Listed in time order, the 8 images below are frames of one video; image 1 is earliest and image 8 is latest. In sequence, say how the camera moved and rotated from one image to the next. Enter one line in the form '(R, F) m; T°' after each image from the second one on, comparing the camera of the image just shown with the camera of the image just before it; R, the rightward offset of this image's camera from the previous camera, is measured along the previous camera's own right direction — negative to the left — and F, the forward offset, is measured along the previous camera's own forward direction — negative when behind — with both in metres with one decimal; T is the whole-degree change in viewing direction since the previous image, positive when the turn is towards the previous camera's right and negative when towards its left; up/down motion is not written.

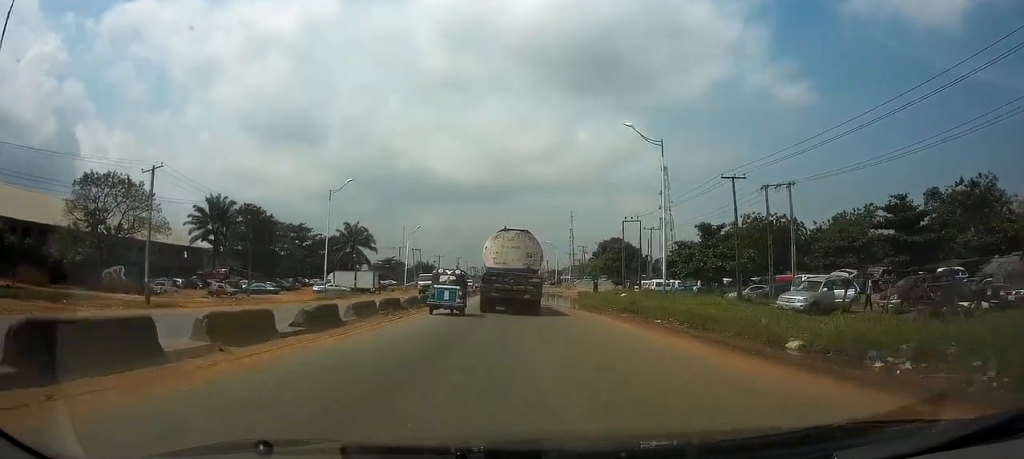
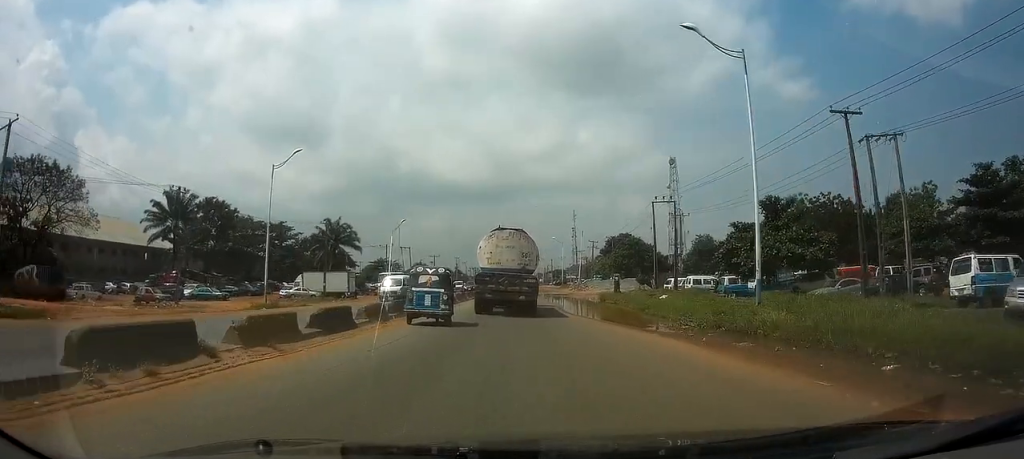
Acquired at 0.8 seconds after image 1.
(0.0, +13.8) m; 0°
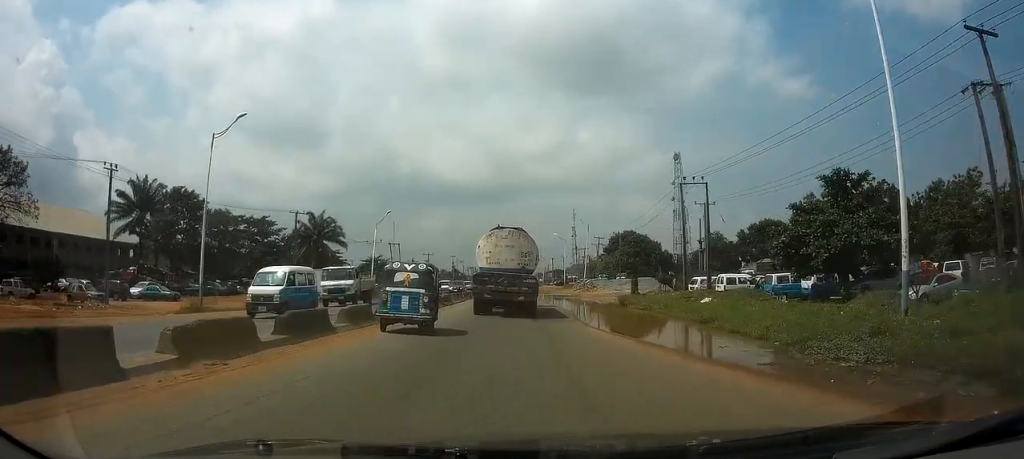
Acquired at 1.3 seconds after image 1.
(0.0, +8.9) m; 0°
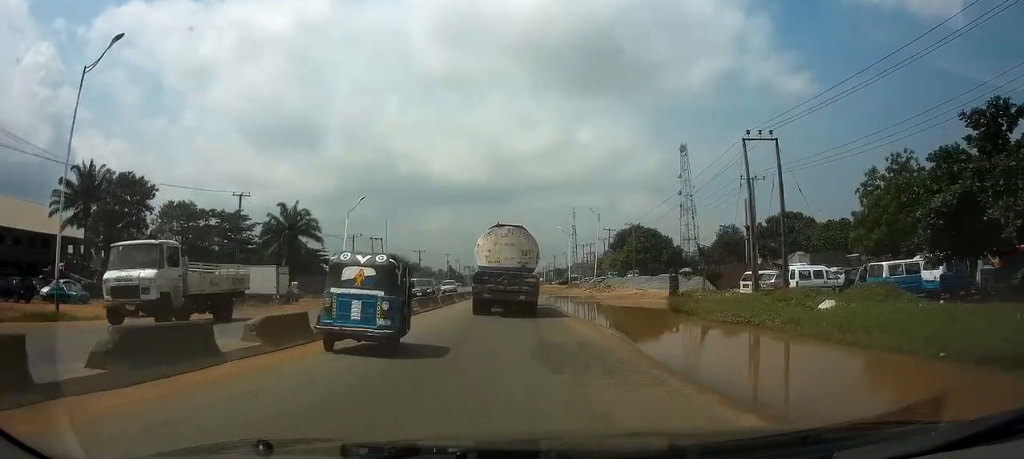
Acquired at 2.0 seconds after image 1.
(0.0, +12.2) m; 0°
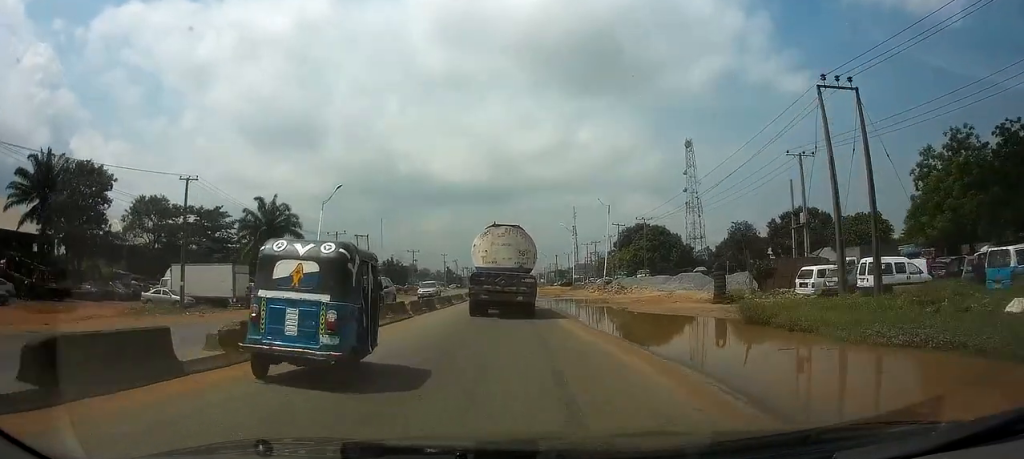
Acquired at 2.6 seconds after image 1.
(0.0, +8.7) m; 0°
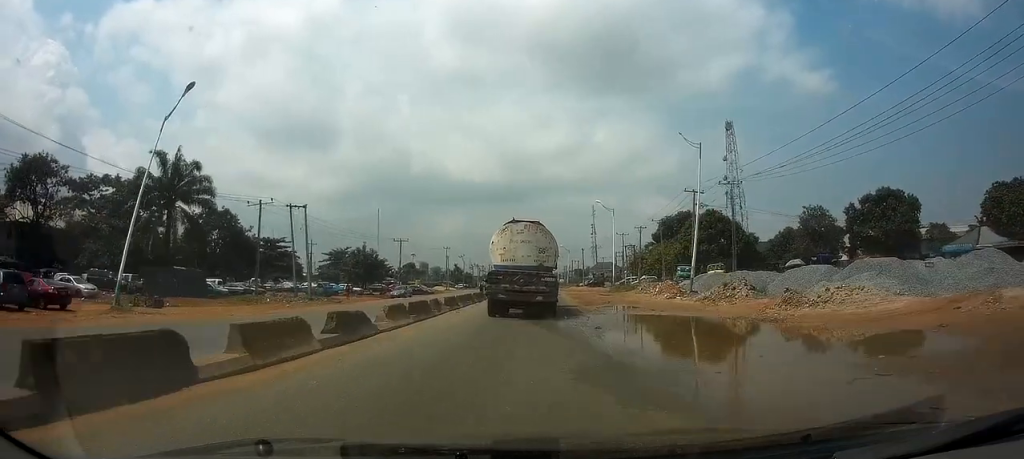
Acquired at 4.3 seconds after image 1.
(-0.2, +28.9) m; 0°
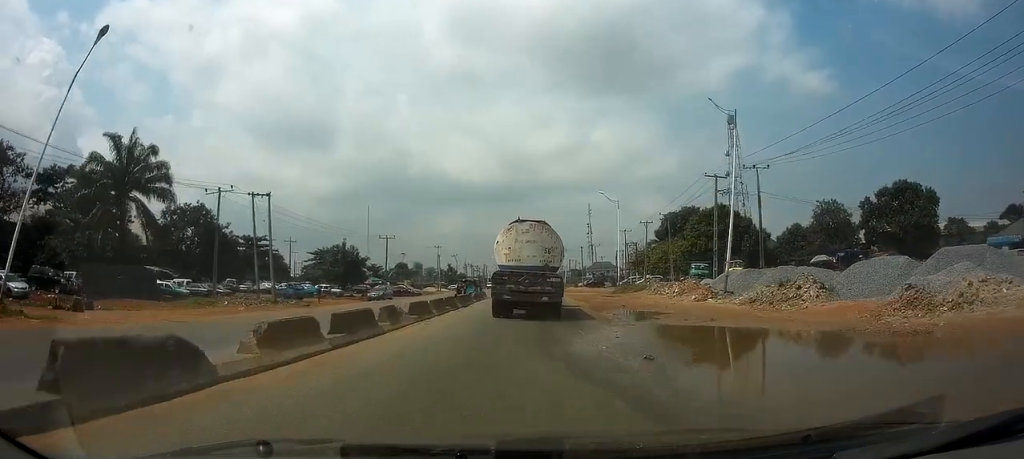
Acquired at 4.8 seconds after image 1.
(0.0, +7.2) m; 0°
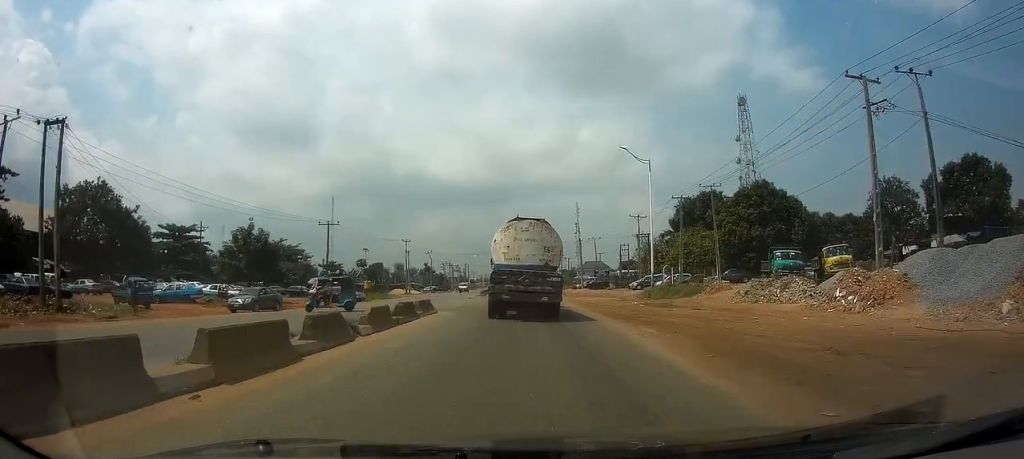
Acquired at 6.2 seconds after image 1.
(+0.2, +22.8) m; +1°
